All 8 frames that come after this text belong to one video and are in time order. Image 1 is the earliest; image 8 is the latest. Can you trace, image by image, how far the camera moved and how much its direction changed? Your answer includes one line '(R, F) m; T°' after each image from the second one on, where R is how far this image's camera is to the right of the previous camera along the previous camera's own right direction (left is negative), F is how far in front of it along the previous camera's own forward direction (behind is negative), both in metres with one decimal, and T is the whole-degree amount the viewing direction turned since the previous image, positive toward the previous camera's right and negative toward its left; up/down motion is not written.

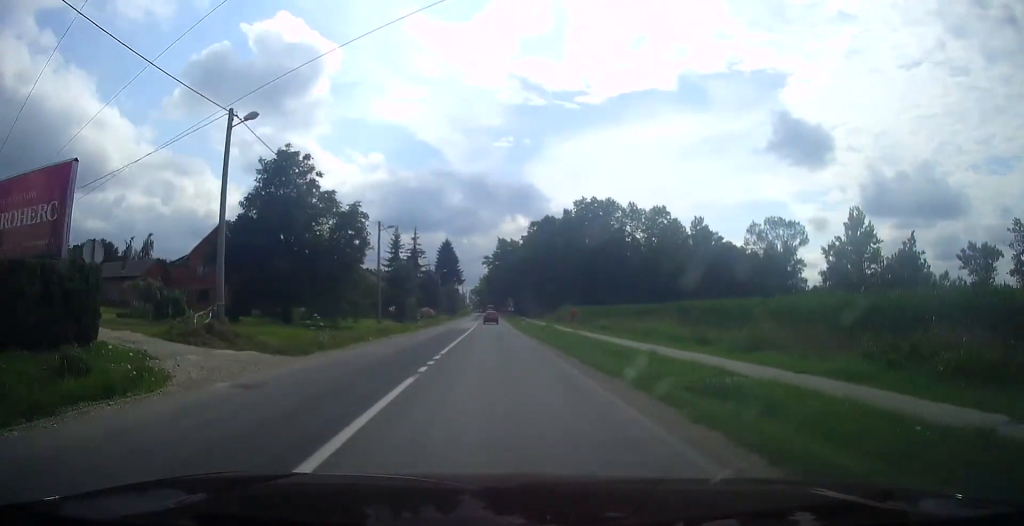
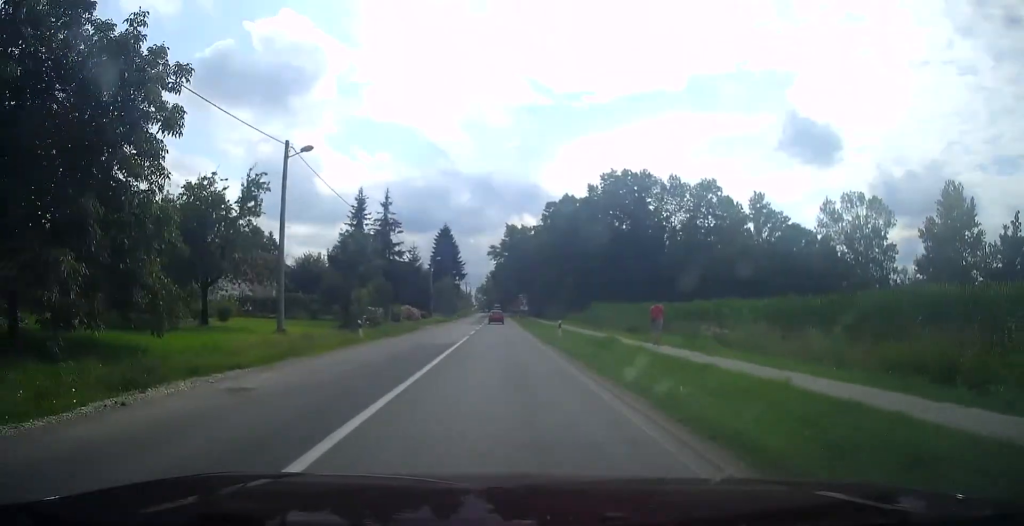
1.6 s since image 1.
(+0.5, +24.3) m; +2°
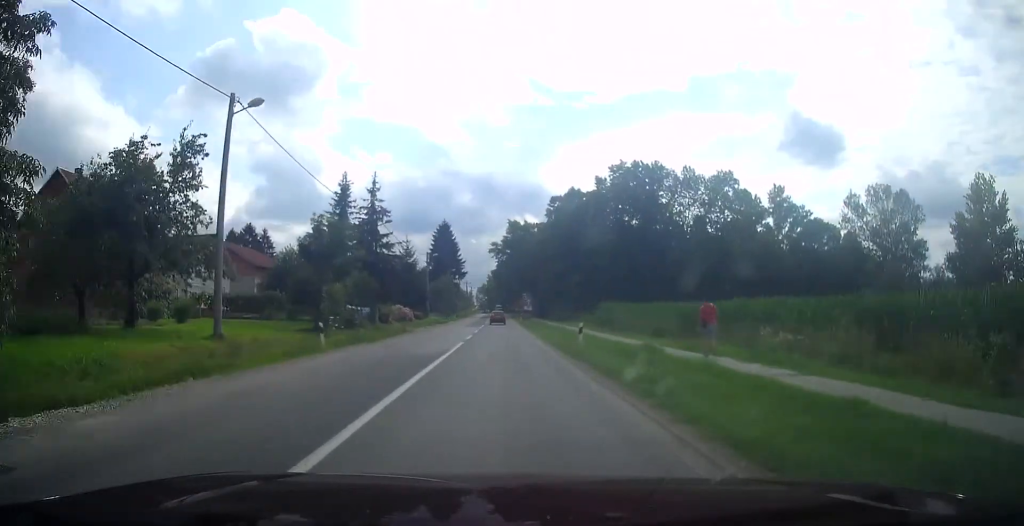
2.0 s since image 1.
(+0.2, +6.3) m; 0°
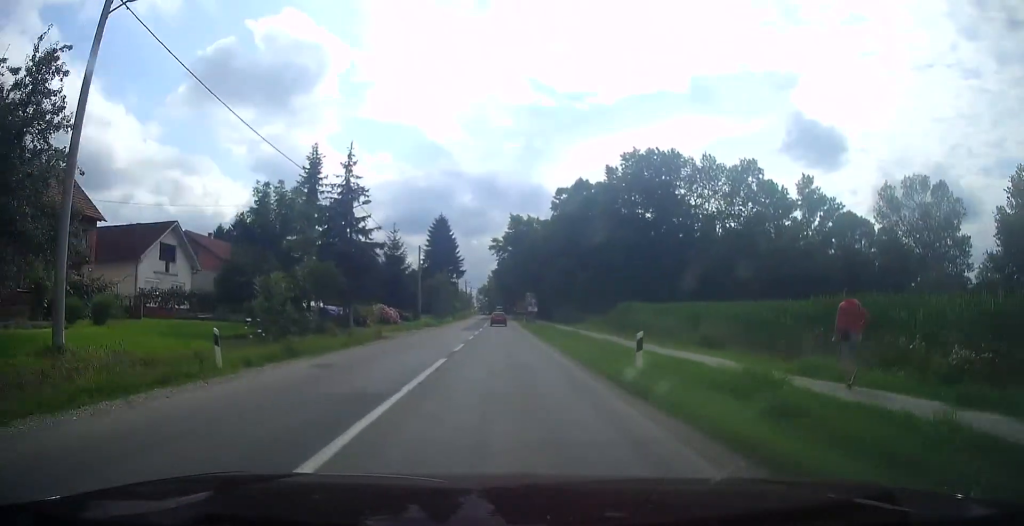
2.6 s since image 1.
(+0.1, +8.3) m; 0°
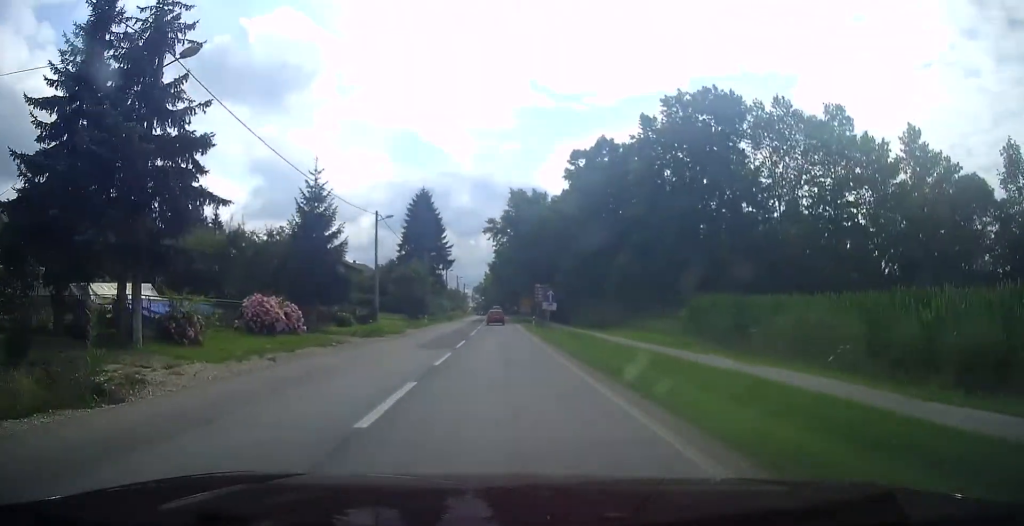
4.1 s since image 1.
(-1.1, +23.4) m; -3°
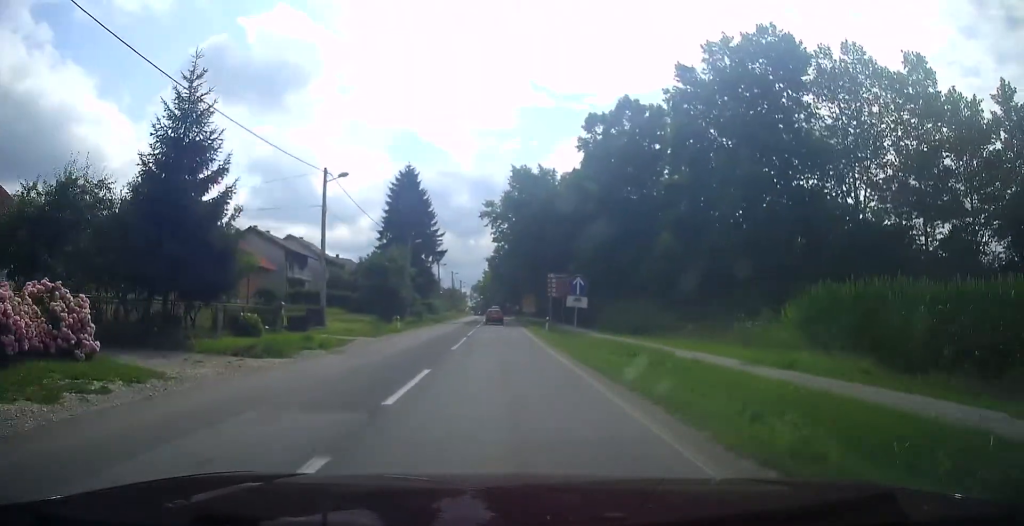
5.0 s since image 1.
(0.0, +14.1) m; +1°
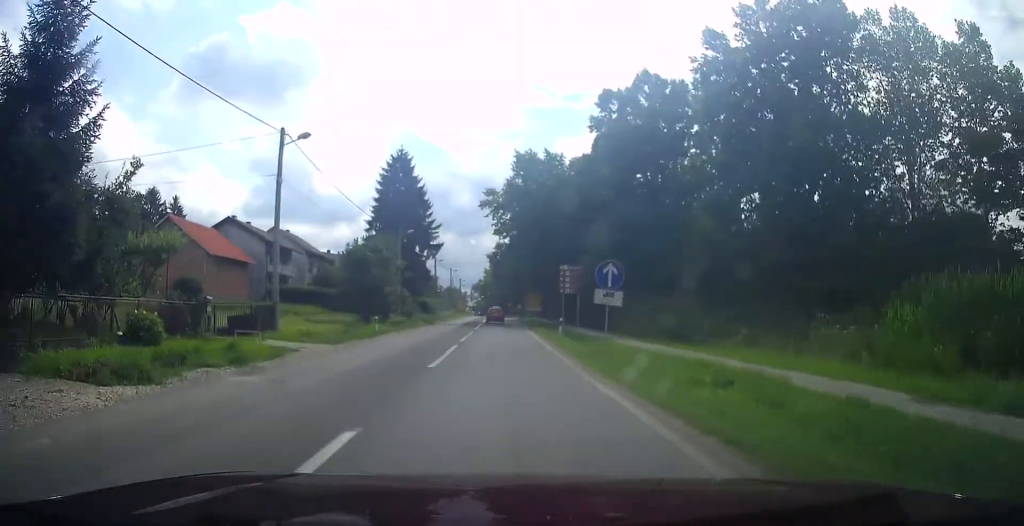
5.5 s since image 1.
(+0.1, +7.2) m; +1°
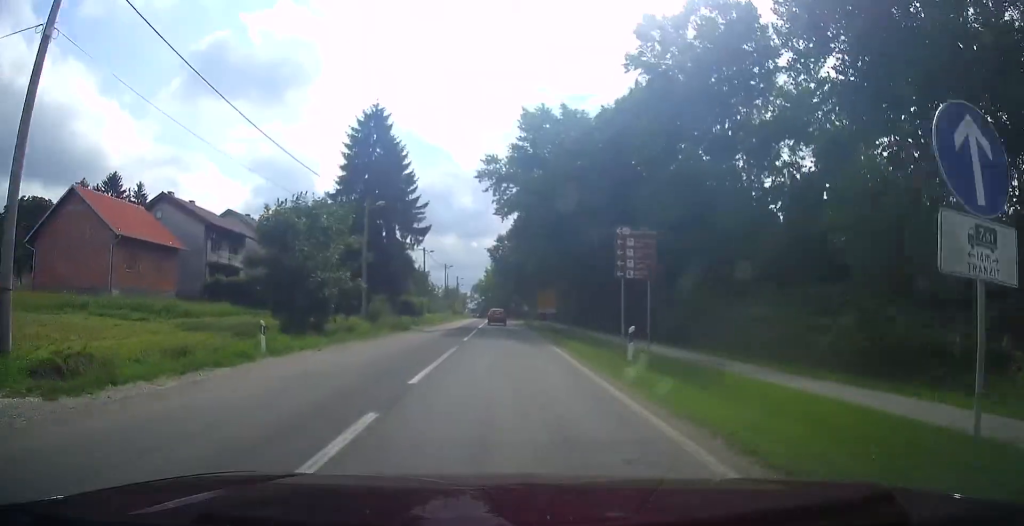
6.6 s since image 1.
(0.0, +15.3) m; 0°
